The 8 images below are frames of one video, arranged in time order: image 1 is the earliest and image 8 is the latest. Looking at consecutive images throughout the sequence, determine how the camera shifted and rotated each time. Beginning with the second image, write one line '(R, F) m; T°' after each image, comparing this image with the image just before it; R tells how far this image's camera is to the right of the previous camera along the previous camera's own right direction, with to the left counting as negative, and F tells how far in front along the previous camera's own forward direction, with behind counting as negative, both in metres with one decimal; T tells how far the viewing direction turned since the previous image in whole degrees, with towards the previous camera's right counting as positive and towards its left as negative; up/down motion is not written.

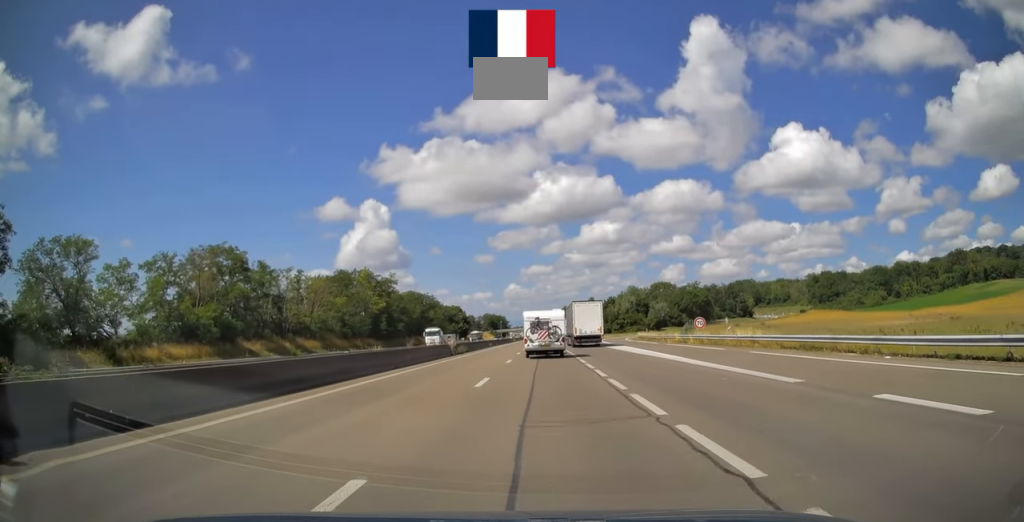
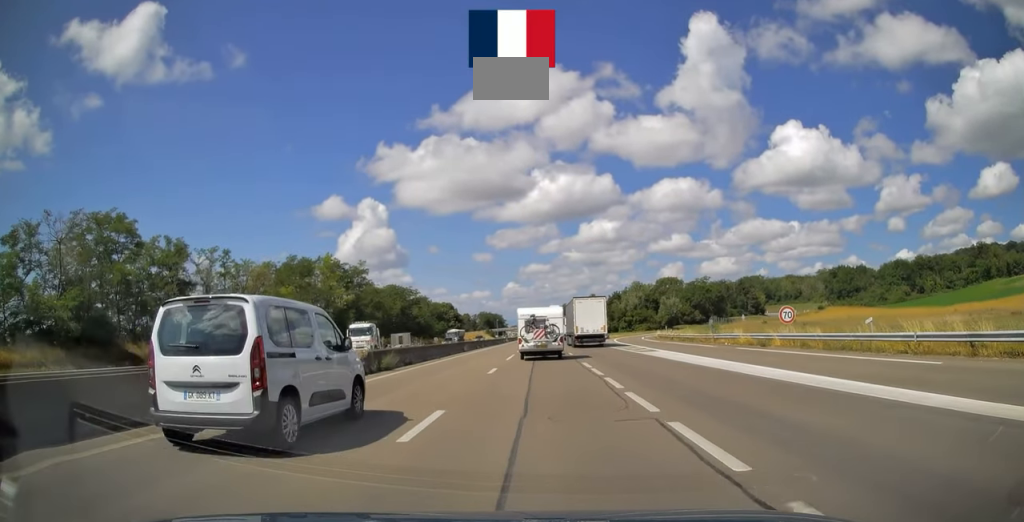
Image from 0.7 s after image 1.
(0.0, +21.7) m; 0°
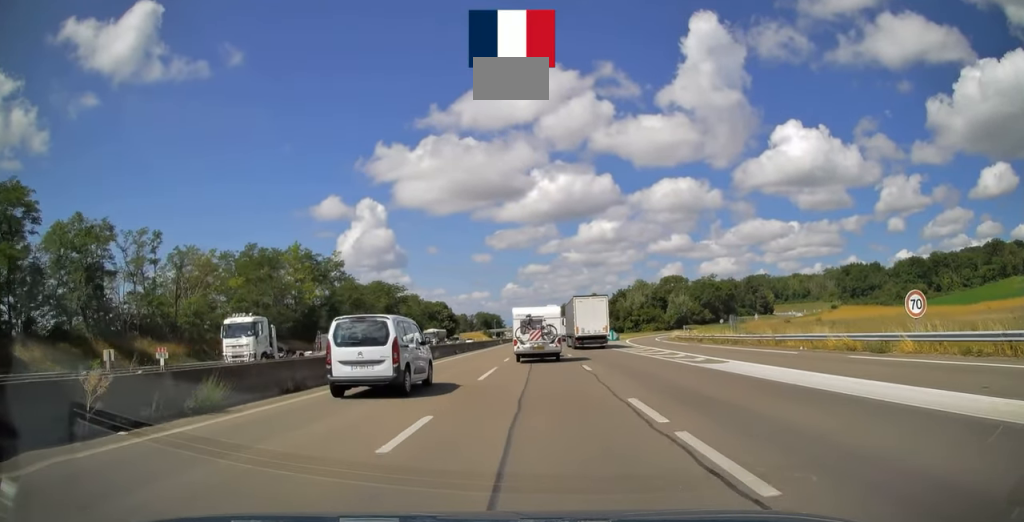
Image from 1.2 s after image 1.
(0.0, +13.9) m; 0°
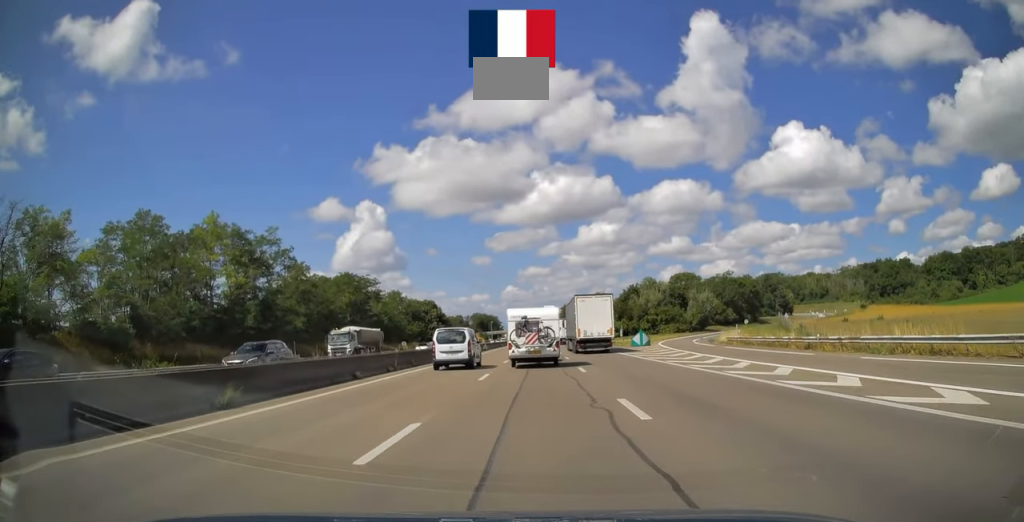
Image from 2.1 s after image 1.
(+0.2, +25.0) m; 0°
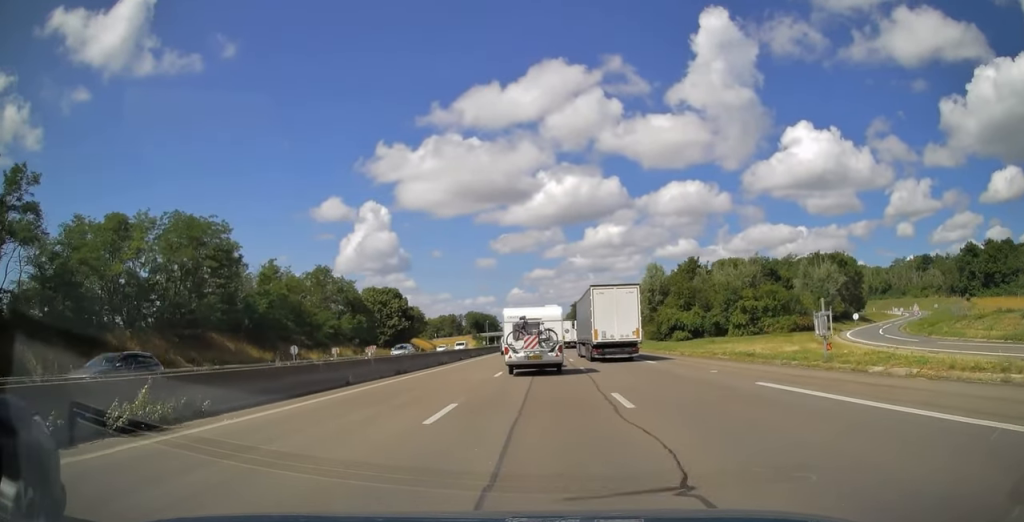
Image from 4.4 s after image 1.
(-0.3, +61.5) m; 0°
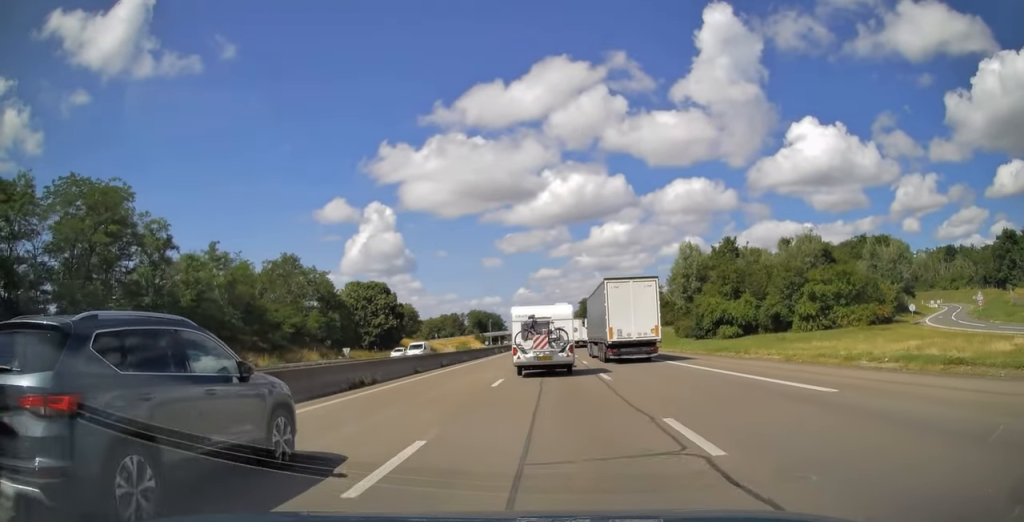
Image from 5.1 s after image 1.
(+0.1, +17.5) m; -1°
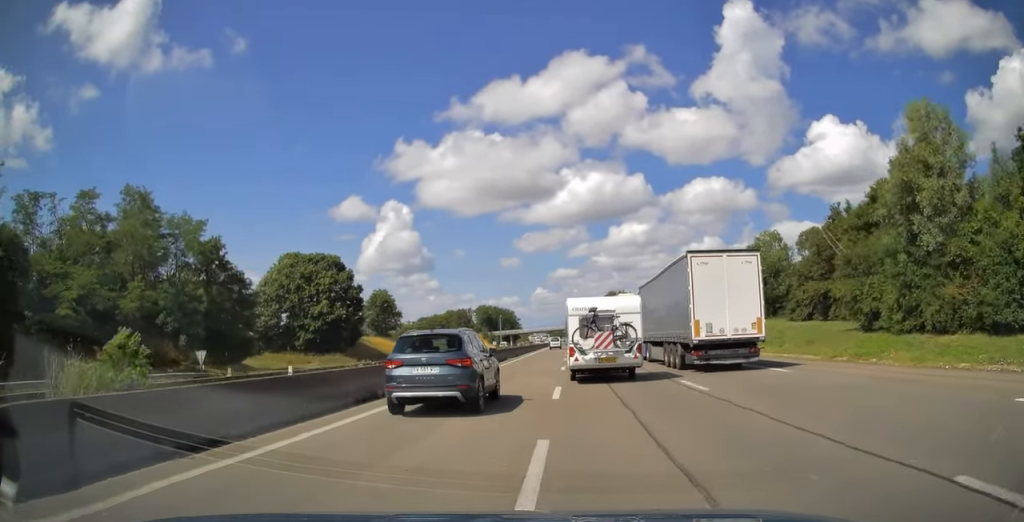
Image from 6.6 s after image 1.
(-0.7, +42.3) m; -2°
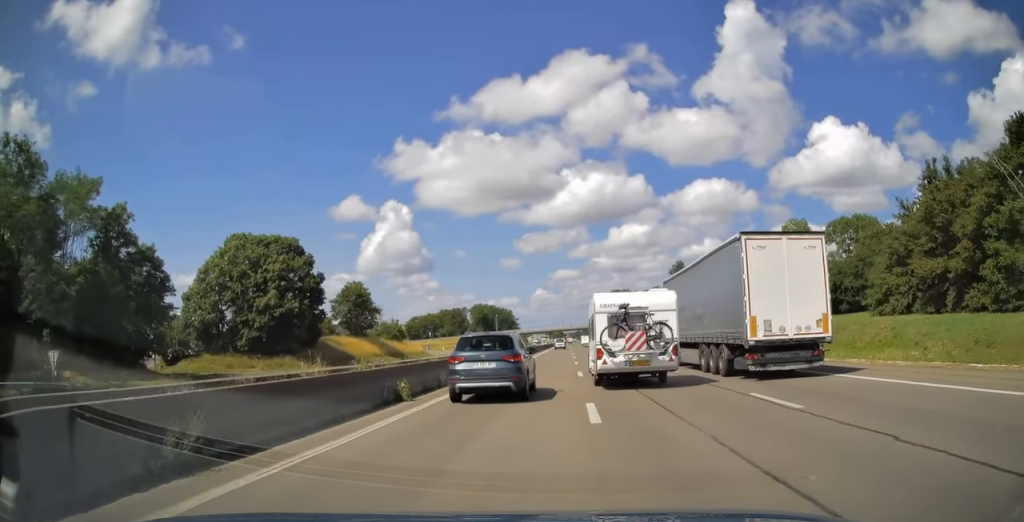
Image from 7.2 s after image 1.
(0.0, +16.6) m; -1°
